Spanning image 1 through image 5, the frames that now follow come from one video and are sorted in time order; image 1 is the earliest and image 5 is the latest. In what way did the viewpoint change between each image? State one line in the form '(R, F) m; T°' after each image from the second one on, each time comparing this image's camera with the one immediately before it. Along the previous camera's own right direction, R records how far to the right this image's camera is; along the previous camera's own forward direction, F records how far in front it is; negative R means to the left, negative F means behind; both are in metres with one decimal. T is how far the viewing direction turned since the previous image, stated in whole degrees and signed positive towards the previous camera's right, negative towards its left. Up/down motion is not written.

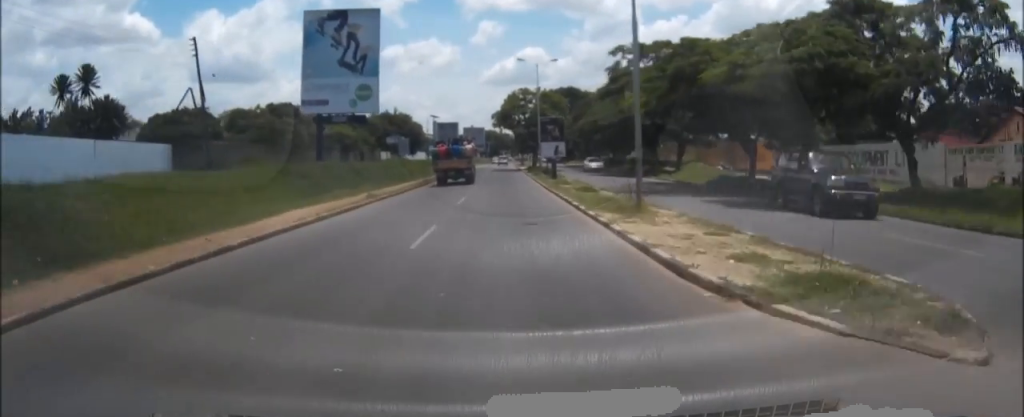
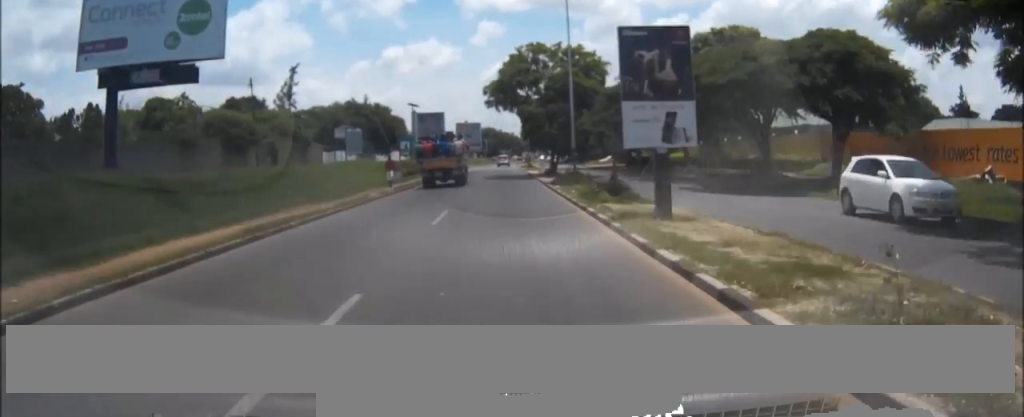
(-0.1, +32.8) m; 0°
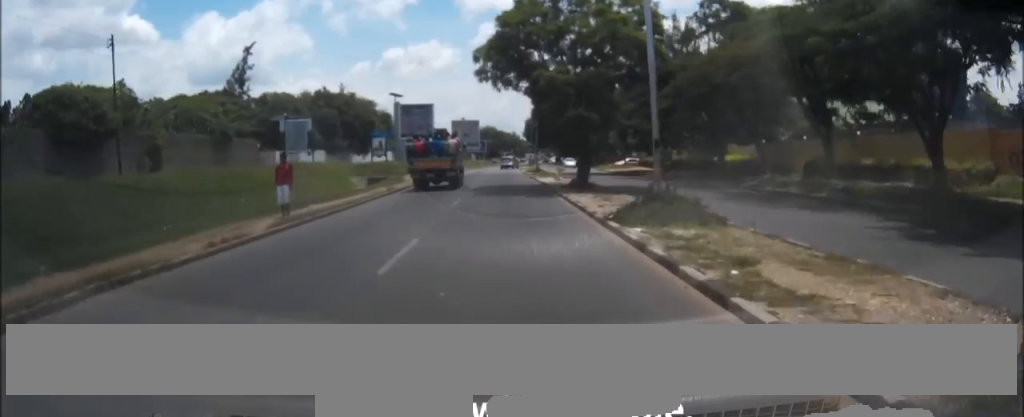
(+0.1, +18.9) m; 0°
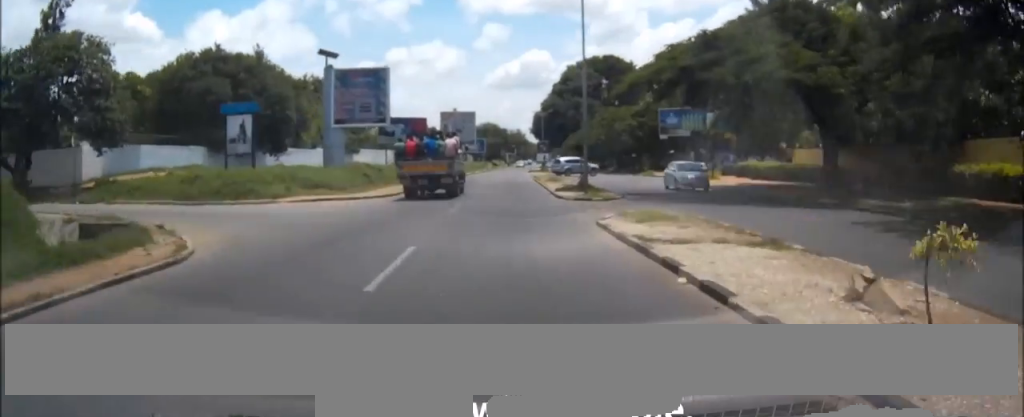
(+0.2, +37.0) m; 0°
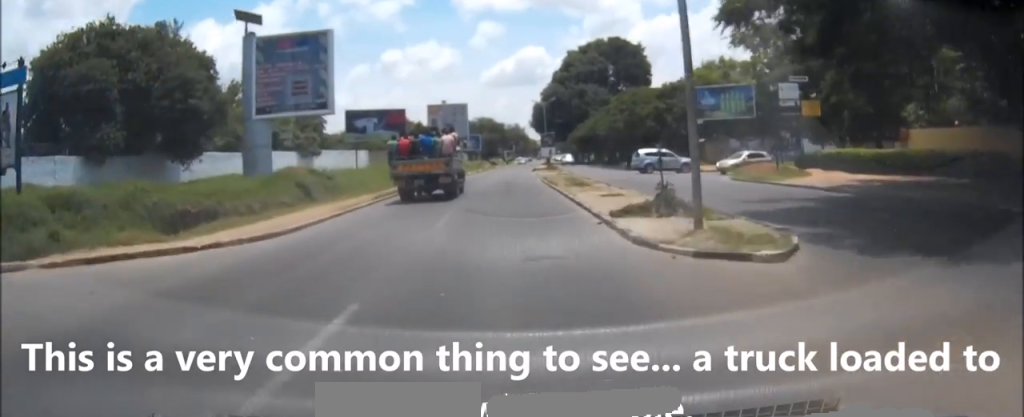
(0.0, +16.6) m; 0°
